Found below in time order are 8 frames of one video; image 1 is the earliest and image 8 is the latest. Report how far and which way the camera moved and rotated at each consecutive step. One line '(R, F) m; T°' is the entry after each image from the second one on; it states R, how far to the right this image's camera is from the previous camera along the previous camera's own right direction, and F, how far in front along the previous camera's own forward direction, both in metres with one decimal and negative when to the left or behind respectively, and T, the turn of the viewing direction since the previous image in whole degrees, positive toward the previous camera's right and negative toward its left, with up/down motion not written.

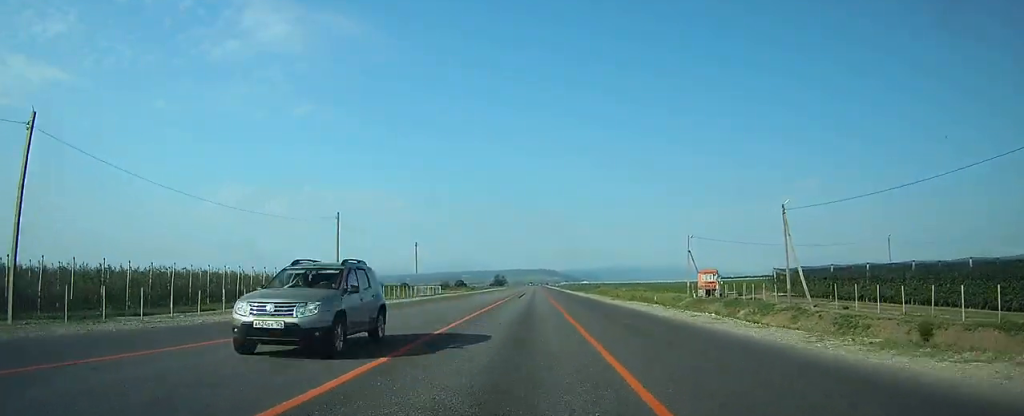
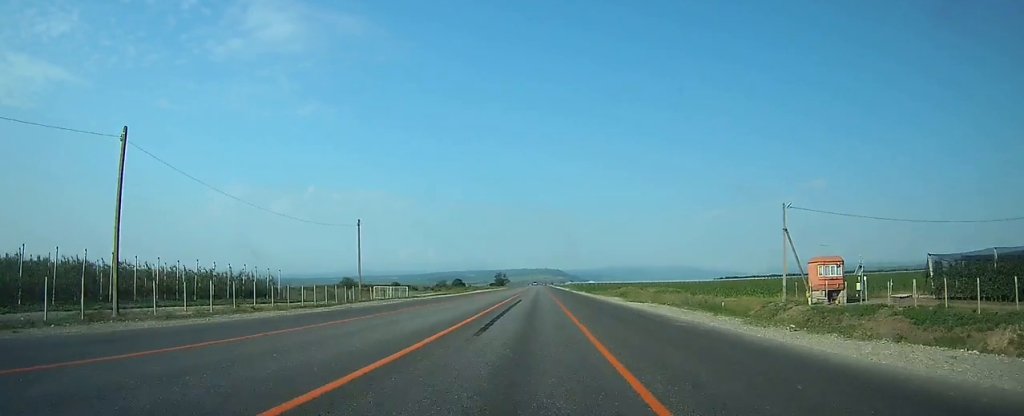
(-0.1, +34.1) m; 0°
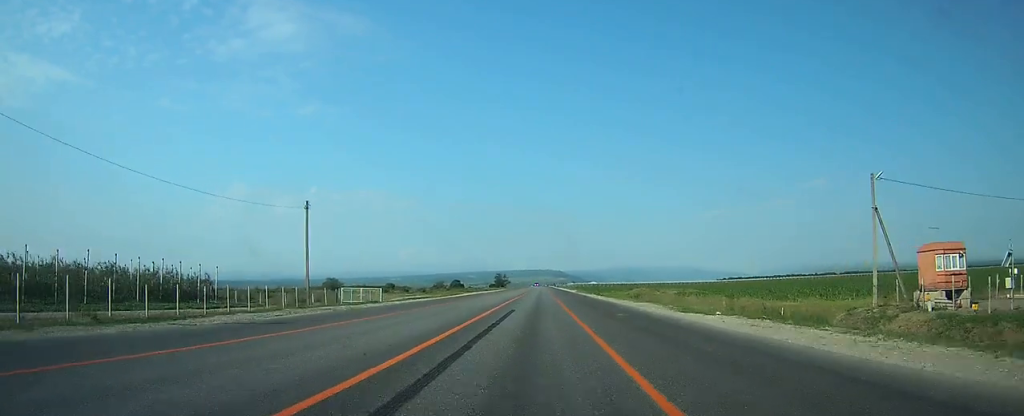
(0.0, +15.6) m; 0°
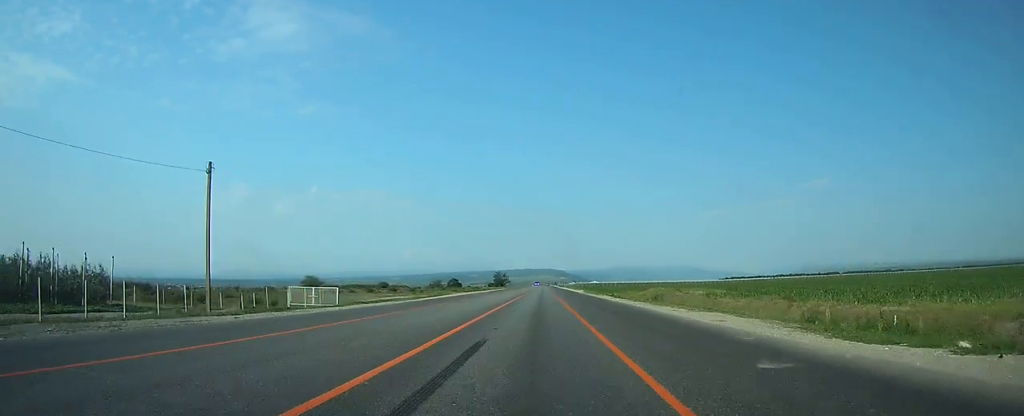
(0.0, +16.3) m; 0°
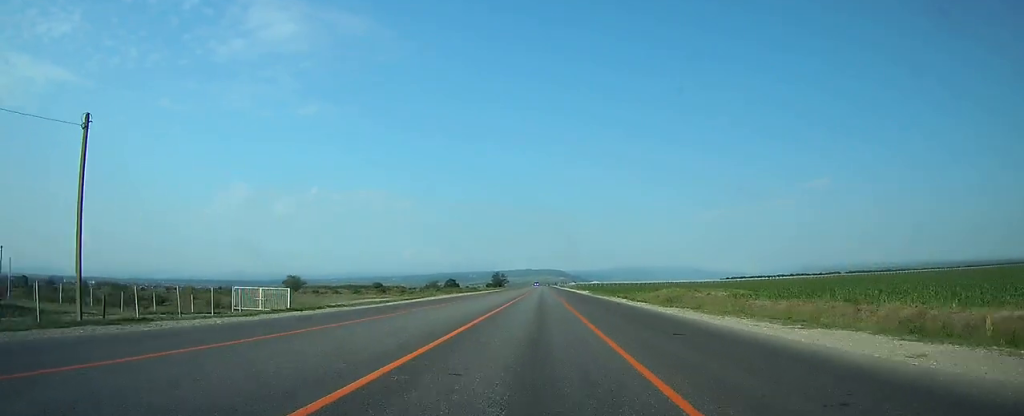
(0.0, +11.3) m; 0°
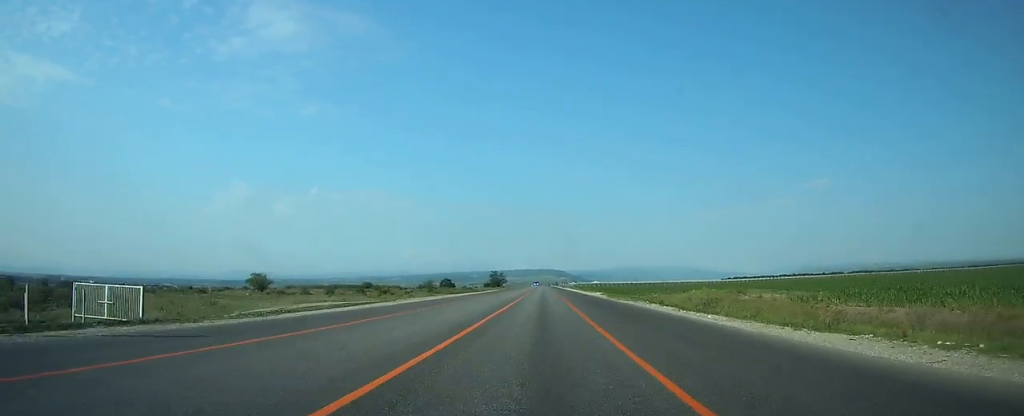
(0.0, +18.4) m; 0°
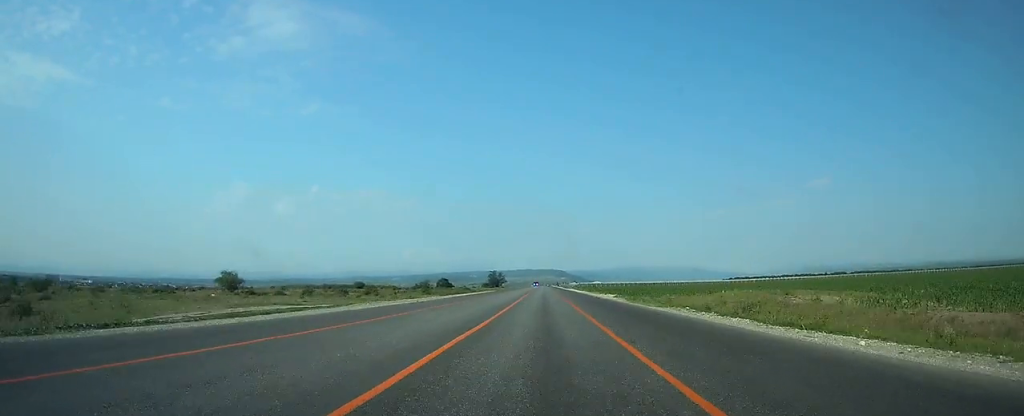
(0.0, +12.8) m; 0°
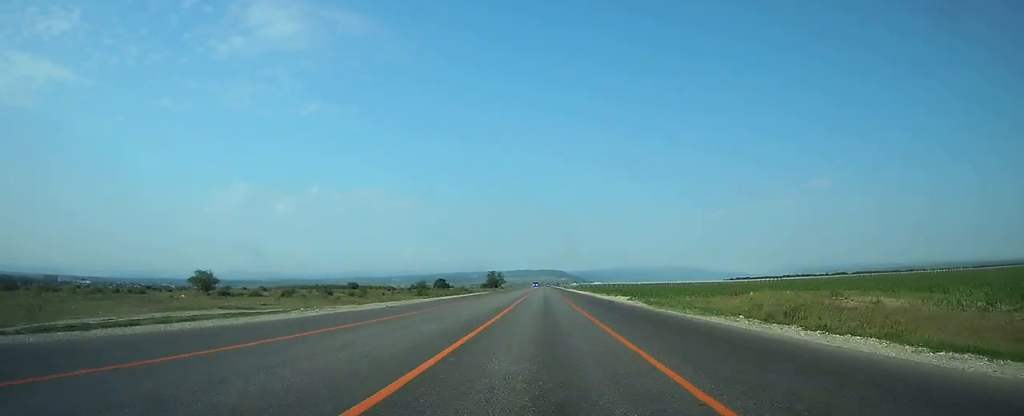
(0.0, +9.2) m; 0°
